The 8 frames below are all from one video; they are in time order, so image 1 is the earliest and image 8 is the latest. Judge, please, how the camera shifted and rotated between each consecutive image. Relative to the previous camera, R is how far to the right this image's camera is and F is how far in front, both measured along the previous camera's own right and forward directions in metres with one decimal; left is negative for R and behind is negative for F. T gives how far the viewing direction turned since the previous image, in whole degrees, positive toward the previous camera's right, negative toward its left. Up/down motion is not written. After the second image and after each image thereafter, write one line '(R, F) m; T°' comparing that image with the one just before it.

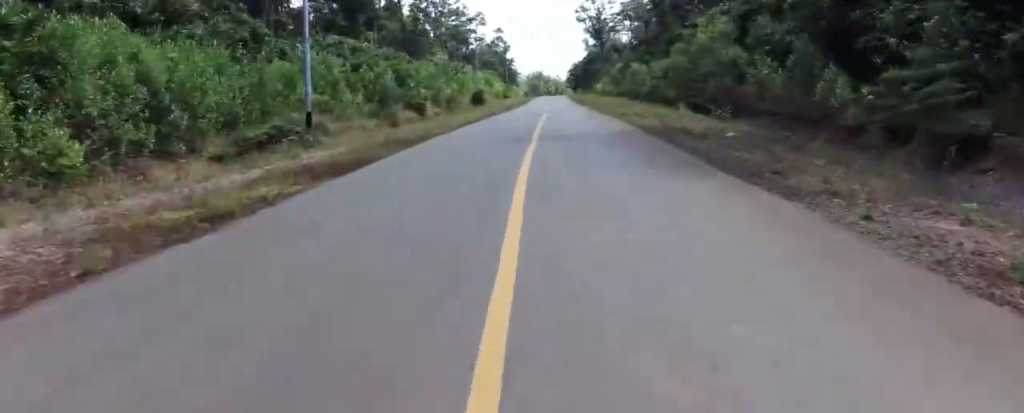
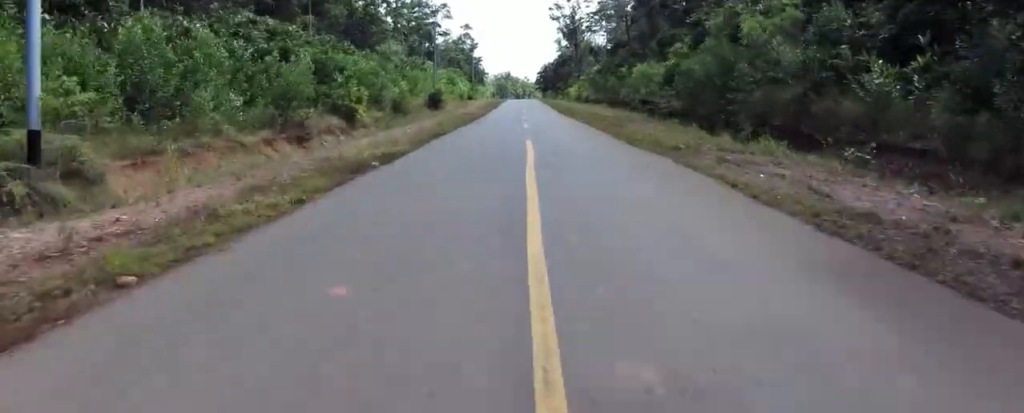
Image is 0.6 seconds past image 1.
(+1.0, +12.2) m; +4°
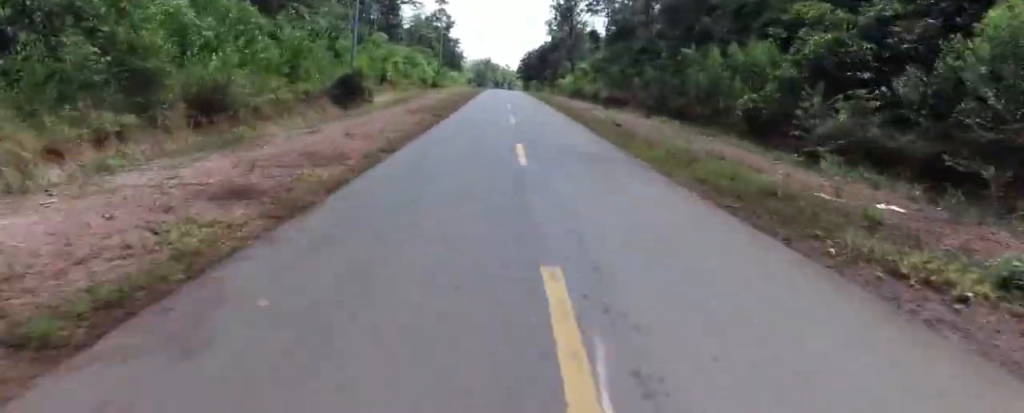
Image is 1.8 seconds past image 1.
(+0.9, +27.0) m; -1°
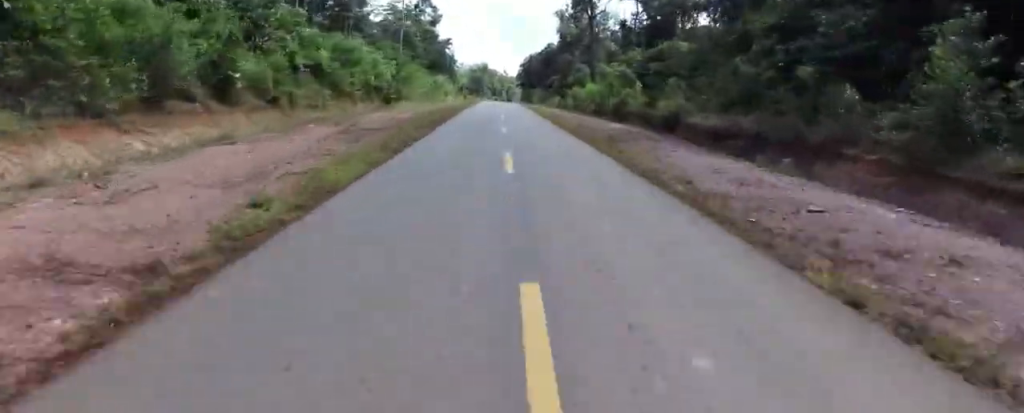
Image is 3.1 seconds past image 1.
(-1.0, +31.6) m; 0°
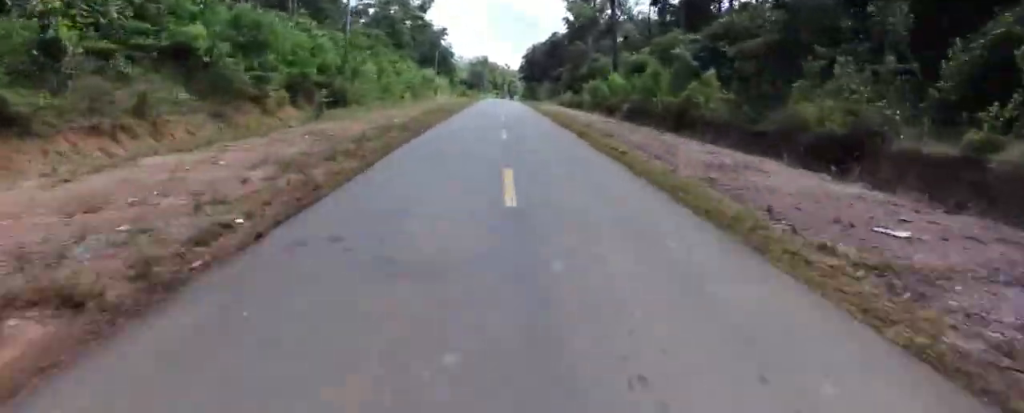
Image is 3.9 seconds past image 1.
(+0.4, +18.9) m; +1°
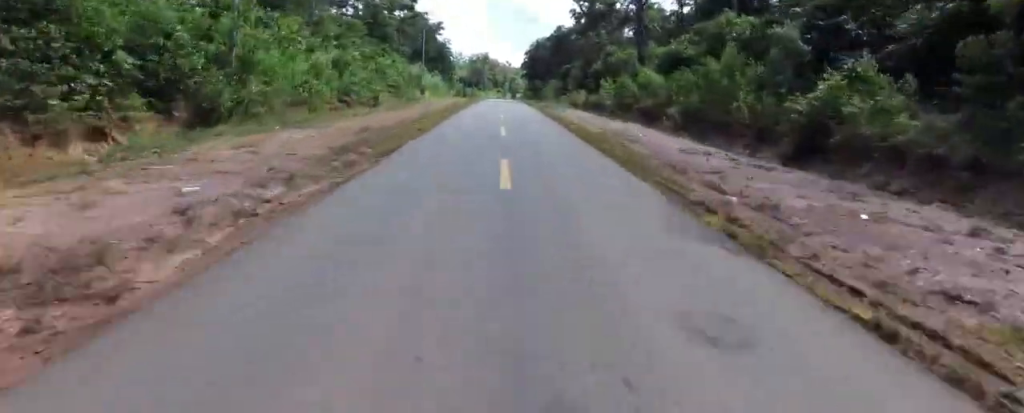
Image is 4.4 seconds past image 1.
(0.0, +14.4) m; +1°
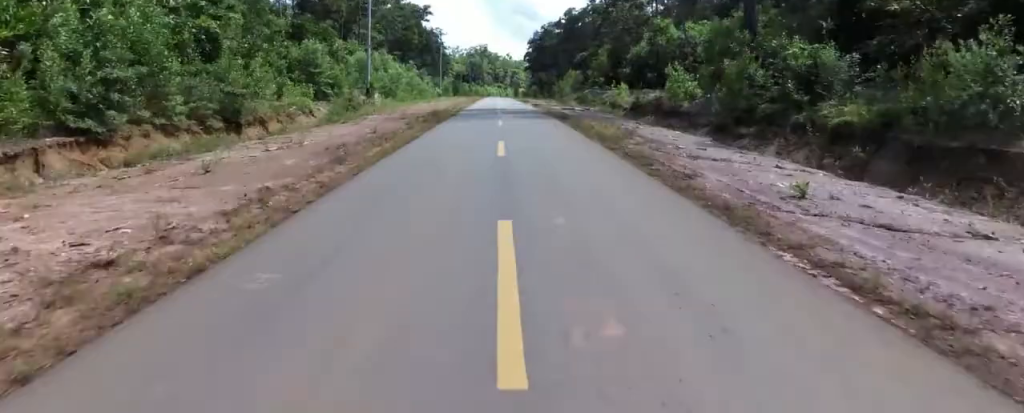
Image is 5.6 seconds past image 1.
(+0.6, +29.6) m; 0°
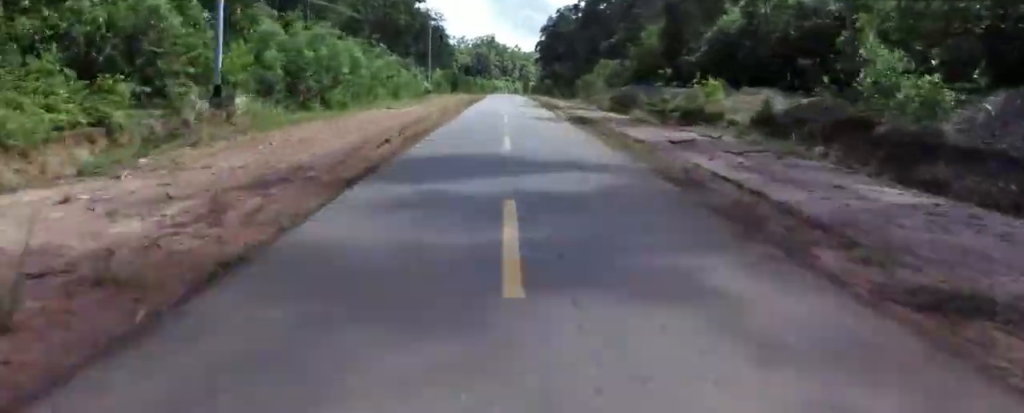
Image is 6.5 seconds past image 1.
(-0.4, +24.1) m; -1°
